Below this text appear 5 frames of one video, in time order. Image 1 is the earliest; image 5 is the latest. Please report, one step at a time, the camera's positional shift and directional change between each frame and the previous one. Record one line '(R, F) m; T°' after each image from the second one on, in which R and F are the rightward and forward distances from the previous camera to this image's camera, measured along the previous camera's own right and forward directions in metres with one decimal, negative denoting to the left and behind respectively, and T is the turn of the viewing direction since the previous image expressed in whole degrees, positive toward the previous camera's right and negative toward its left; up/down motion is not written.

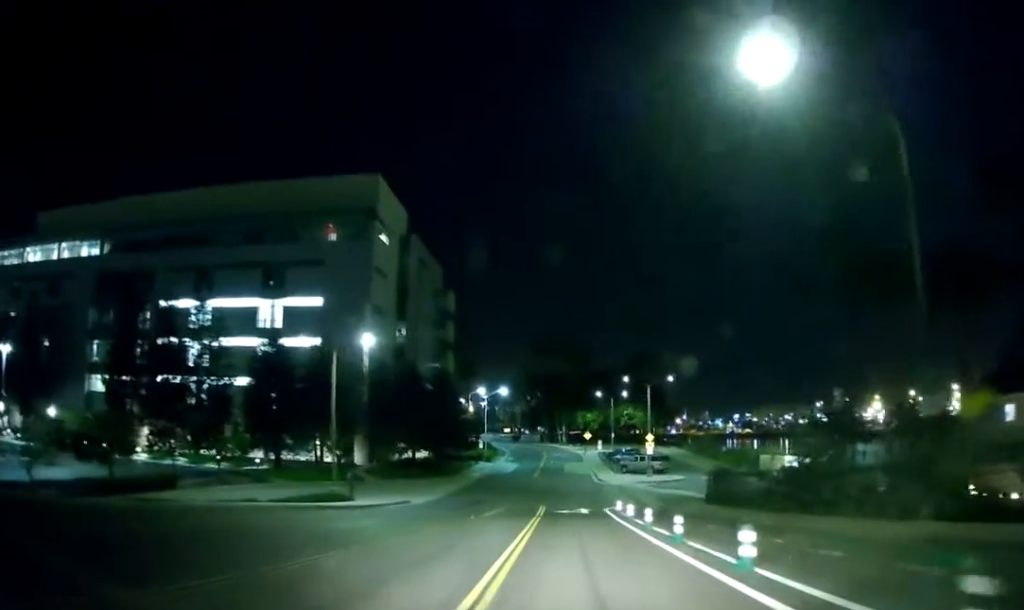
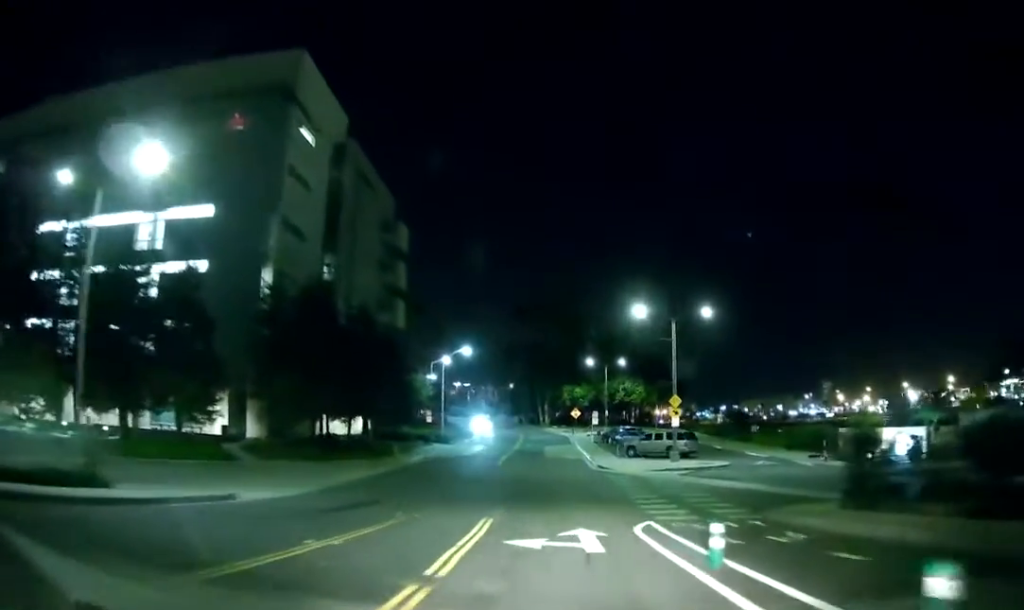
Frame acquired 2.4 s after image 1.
(0.0, +23.7) m; +1°
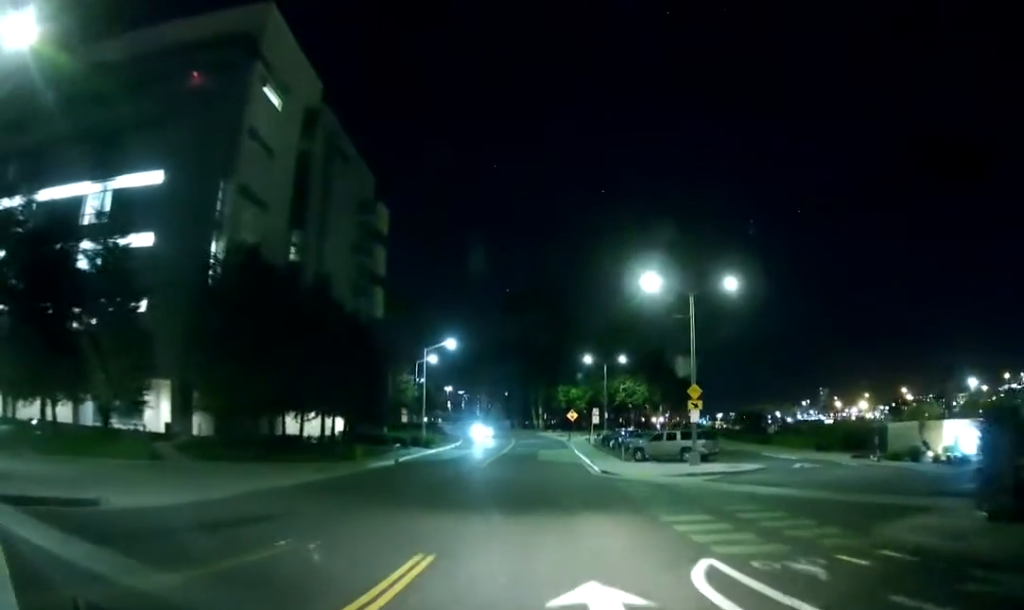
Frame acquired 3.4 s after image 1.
(+0.5, +8.2) m; 0°
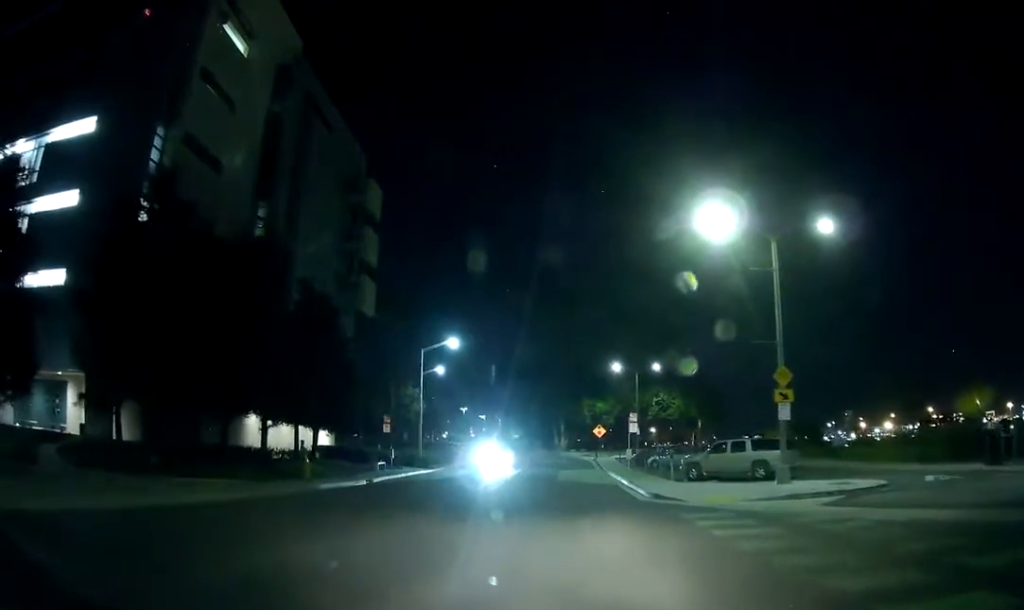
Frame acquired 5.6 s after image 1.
(-0.4, +11.5) m; +7°
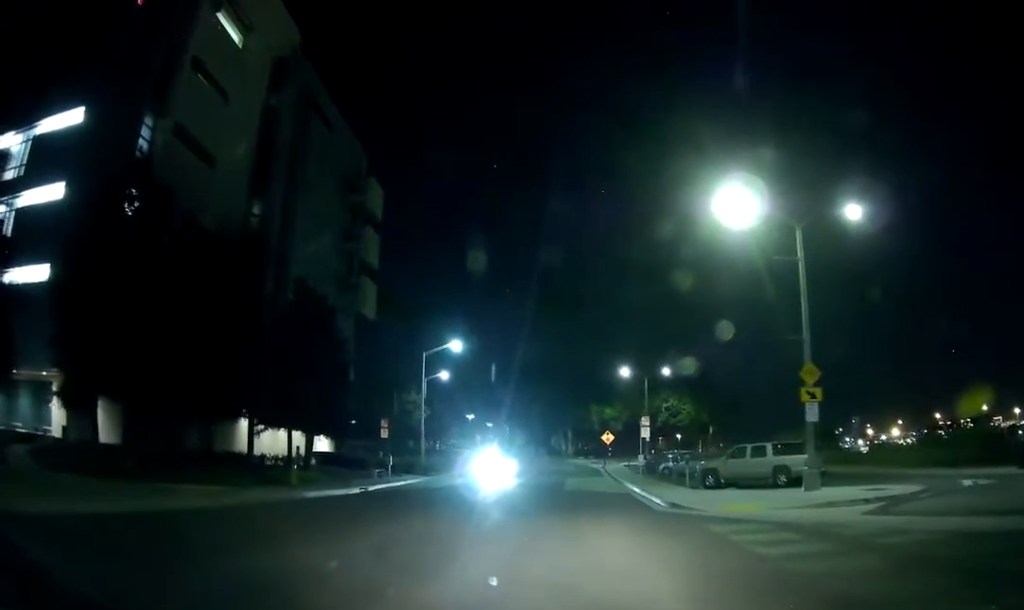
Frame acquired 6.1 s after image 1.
(+0.5, +2.0) m; +2°
